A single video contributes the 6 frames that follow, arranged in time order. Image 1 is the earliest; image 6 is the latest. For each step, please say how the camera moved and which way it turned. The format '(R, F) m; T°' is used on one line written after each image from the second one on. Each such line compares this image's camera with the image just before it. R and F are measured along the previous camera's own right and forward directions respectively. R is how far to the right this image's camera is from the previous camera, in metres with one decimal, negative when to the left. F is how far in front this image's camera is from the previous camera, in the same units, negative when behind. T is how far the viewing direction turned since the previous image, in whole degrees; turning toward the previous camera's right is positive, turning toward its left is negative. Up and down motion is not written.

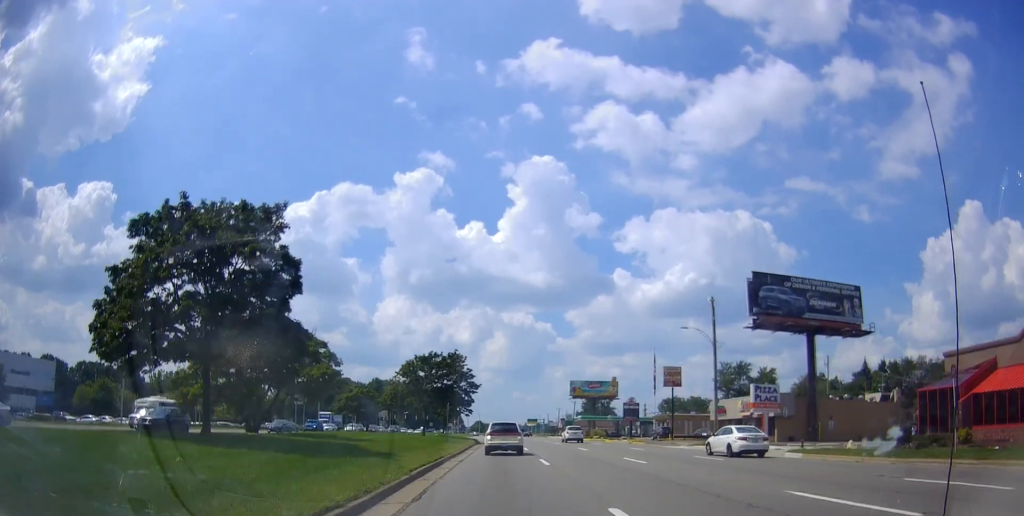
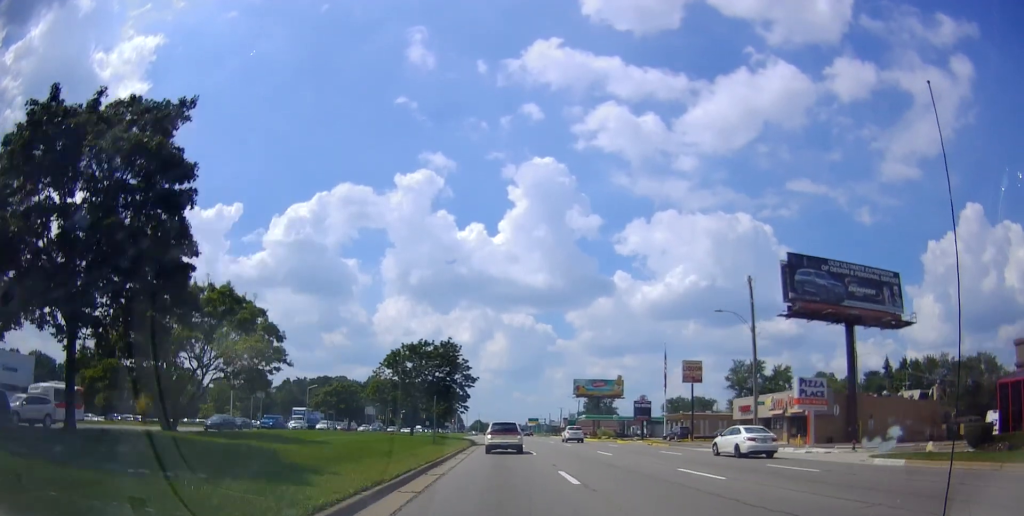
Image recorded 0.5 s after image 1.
(+0.2, +7.7) m; +1°
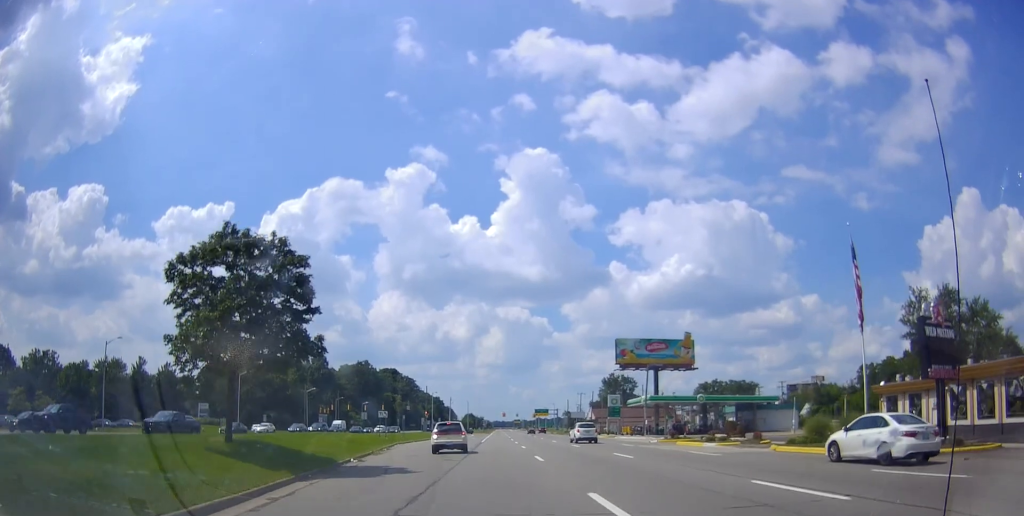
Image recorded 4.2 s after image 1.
(-0.5, +66.2) m; -1°
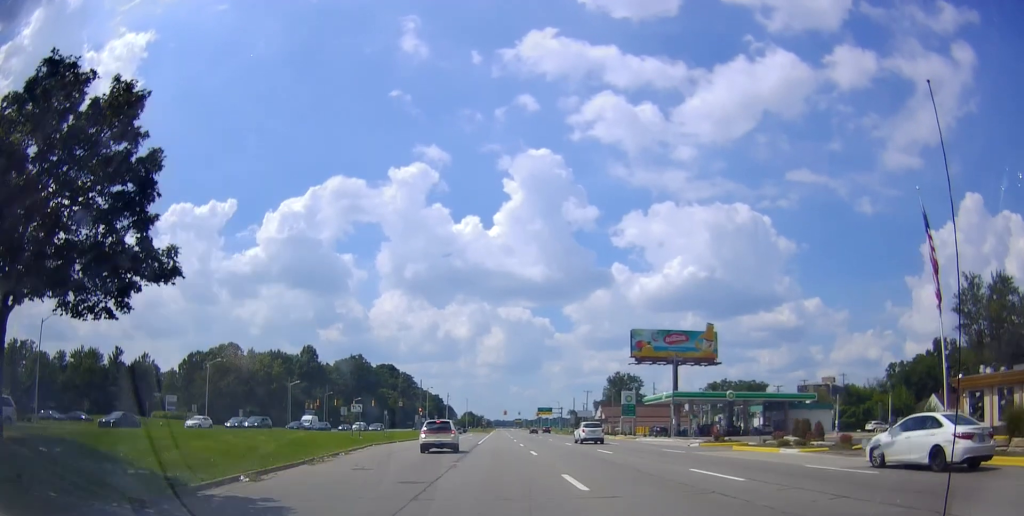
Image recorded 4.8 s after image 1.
(-0.3, +11.1) m; 0°
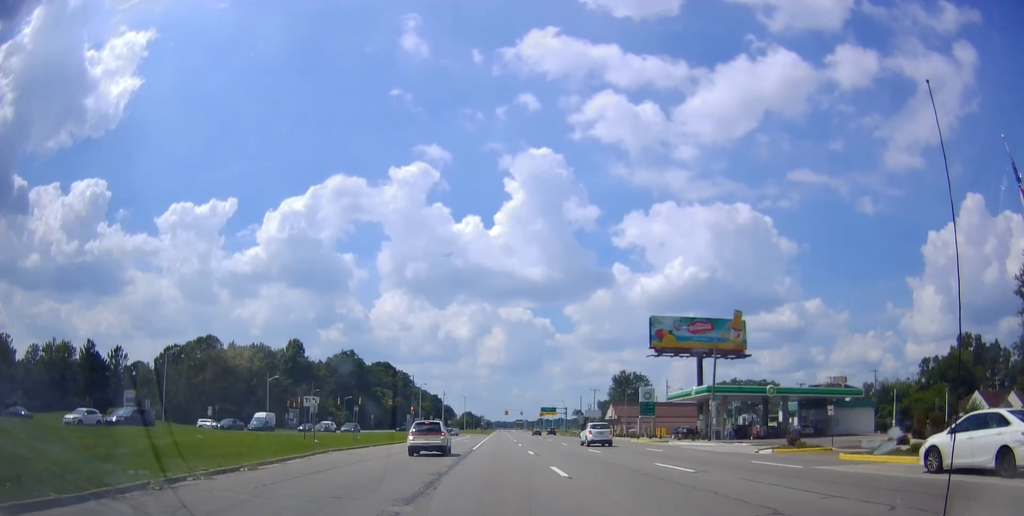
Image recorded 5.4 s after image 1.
(+0.2, +11.9) m; +1°
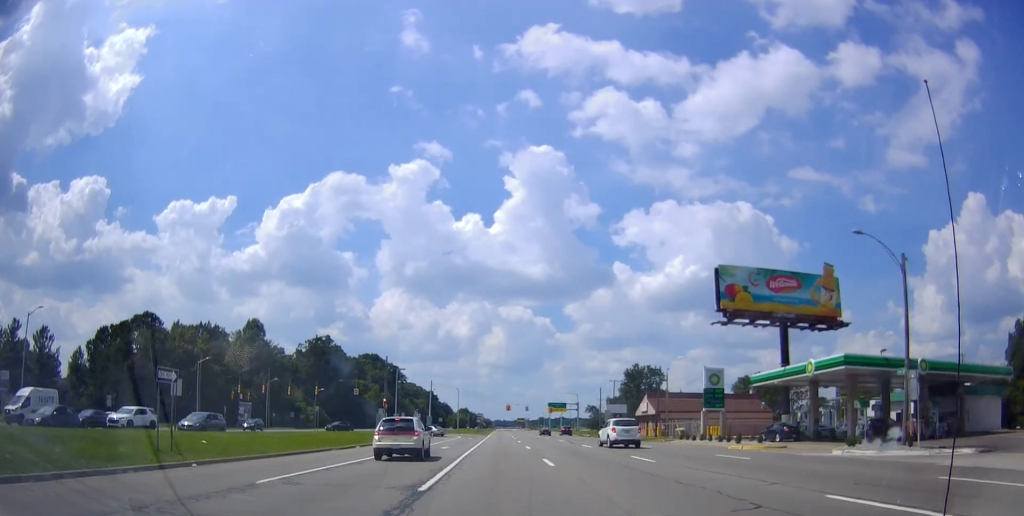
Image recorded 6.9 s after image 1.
(+0.4, +26.9) m; -1°
